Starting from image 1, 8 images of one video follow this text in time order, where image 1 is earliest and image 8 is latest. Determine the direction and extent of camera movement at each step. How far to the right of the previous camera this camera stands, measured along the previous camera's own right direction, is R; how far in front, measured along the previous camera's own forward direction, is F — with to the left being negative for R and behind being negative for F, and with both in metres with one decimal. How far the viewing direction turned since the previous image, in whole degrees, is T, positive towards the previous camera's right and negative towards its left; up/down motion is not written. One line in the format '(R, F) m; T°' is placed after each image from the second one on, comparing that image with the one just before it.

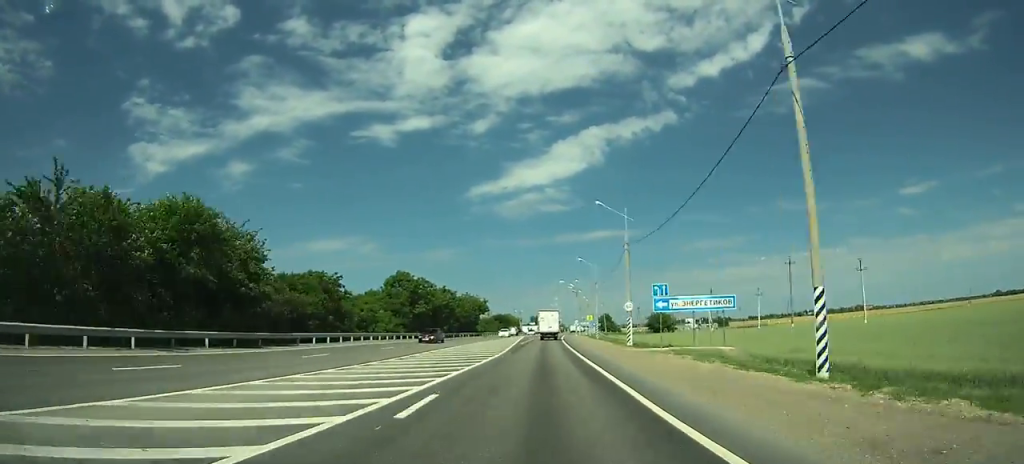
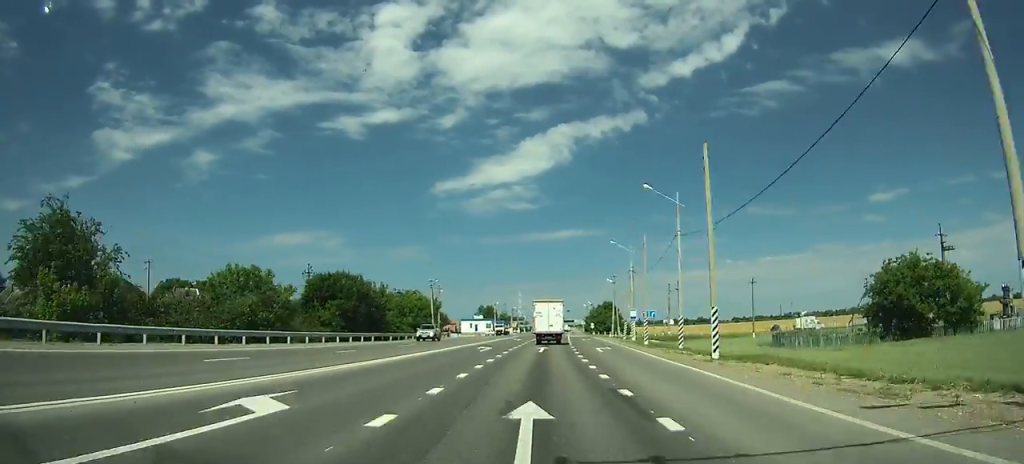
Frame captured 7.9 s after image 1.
(+3.9, +122.6) m; +4°
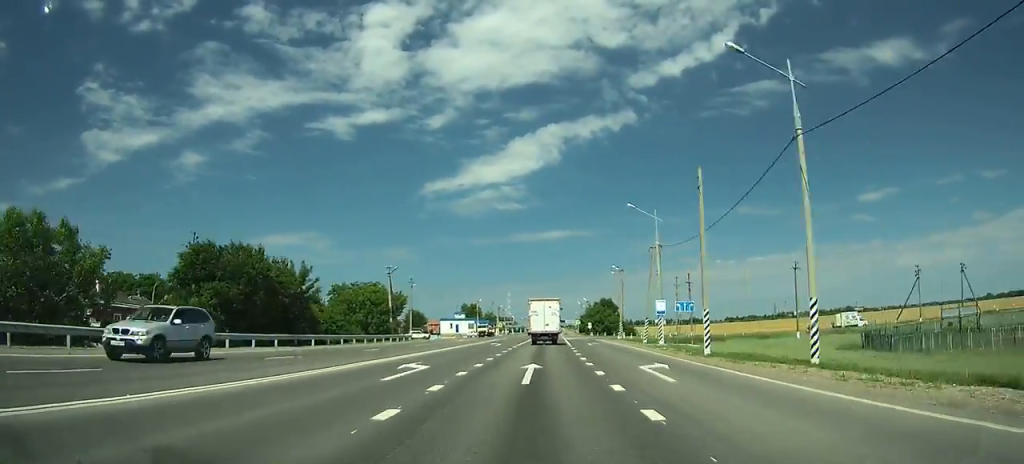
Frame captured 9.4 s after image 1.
(+0.2, +19.5) m; +1°
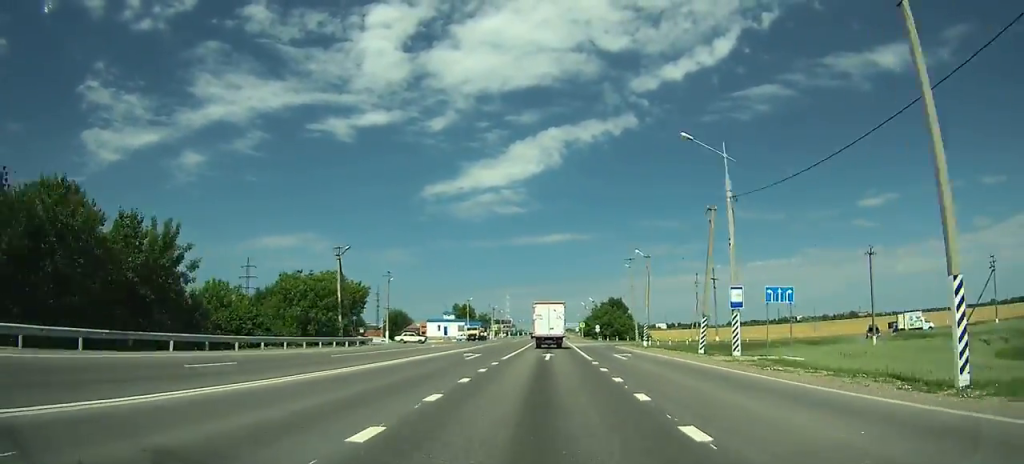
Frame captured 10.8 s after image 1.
(+0.1, +17.9) m; +1°
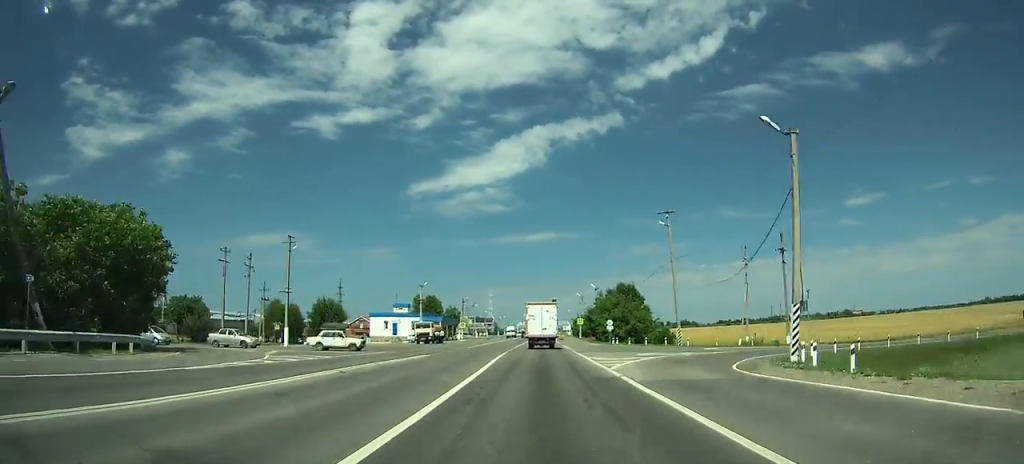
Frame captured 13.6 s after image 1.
(+0.5, +34.2) m; +1°
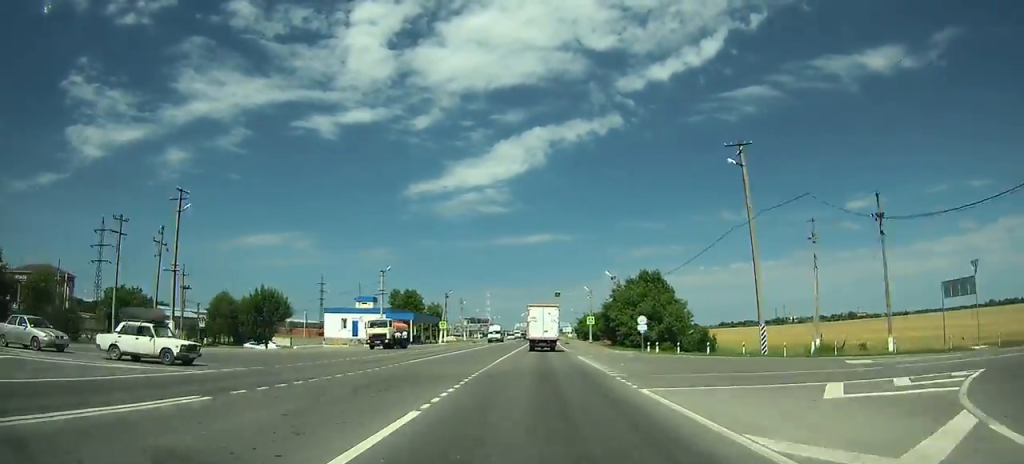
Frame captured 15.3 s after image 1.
(0.0, +20.3) m; 0°
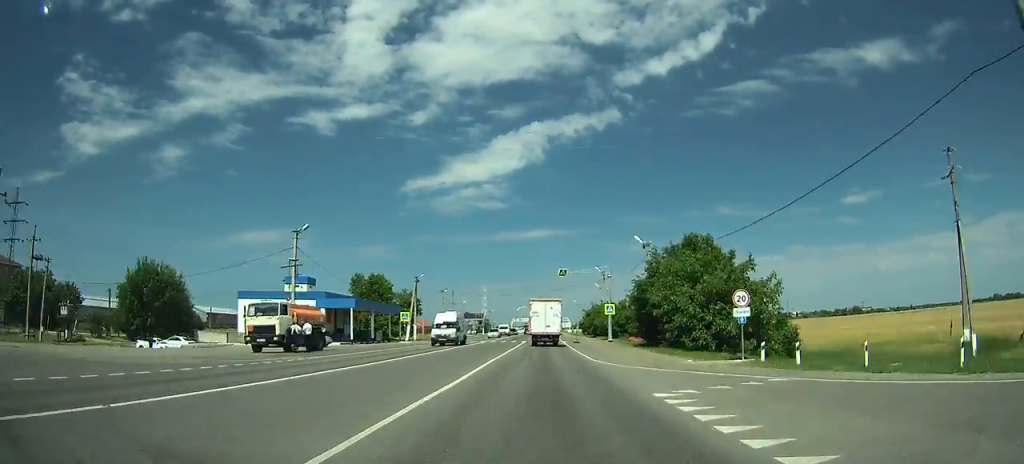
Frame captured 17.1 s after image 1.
(0.0, +21.6) m; 0°
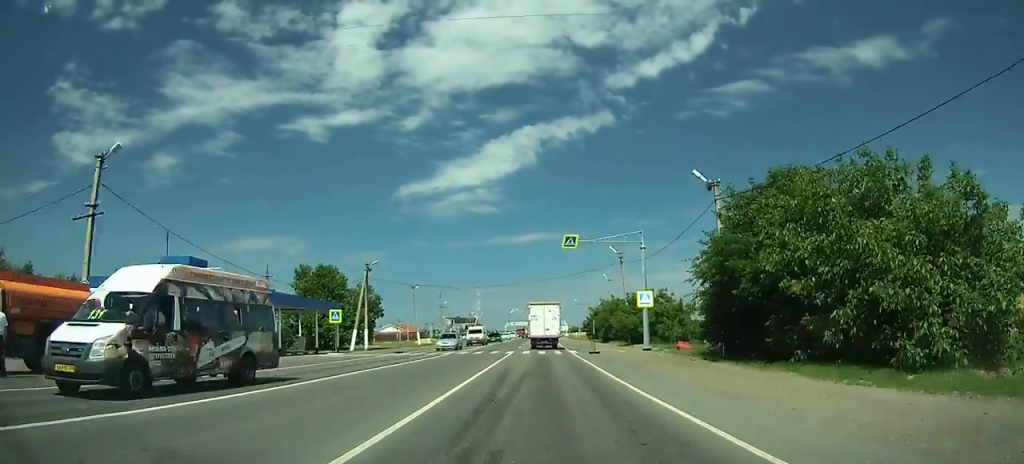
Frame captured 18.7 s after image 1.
(+0.1, +19.4) m; 0°
